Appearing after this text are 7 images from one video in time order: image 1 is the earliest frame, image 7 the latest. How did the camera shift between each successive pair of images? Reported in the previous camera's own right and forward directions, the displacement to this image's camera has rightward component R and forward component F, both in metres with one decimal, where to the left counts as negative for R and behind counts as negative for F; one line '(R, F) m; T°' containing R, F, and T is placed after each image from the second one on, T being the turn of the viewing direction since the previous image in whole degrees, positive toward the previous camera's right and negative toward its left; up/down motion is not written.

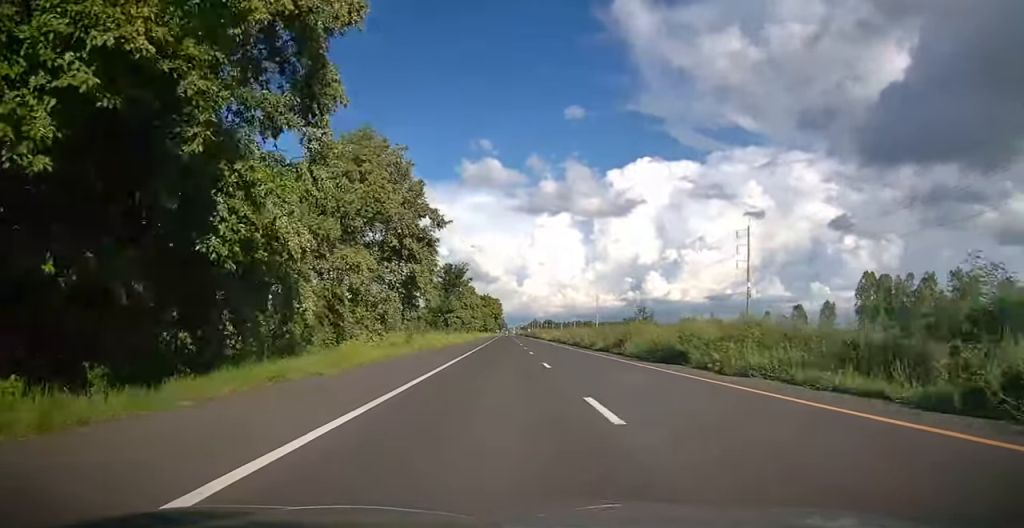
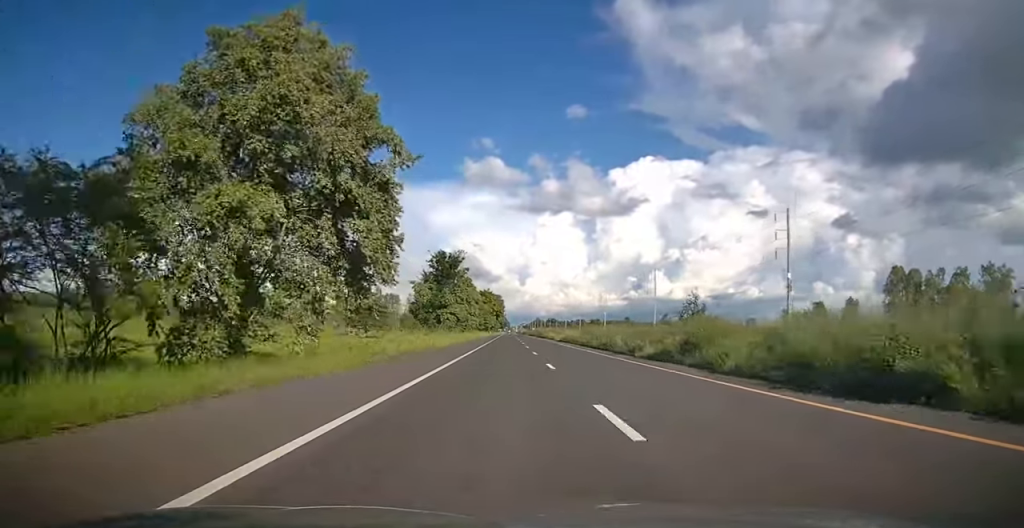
(0.0, +13.4) m; 0°
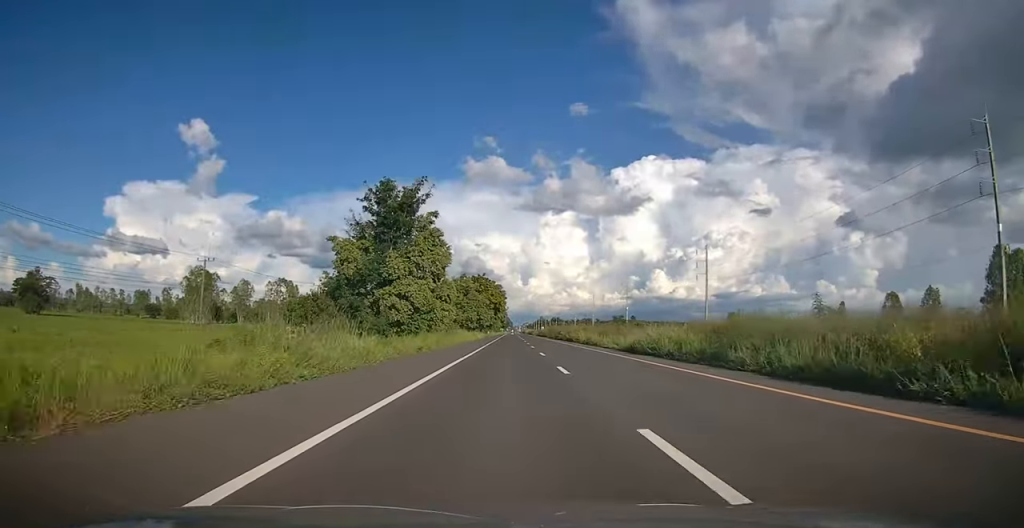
(0.0, +38.4) m; 0°
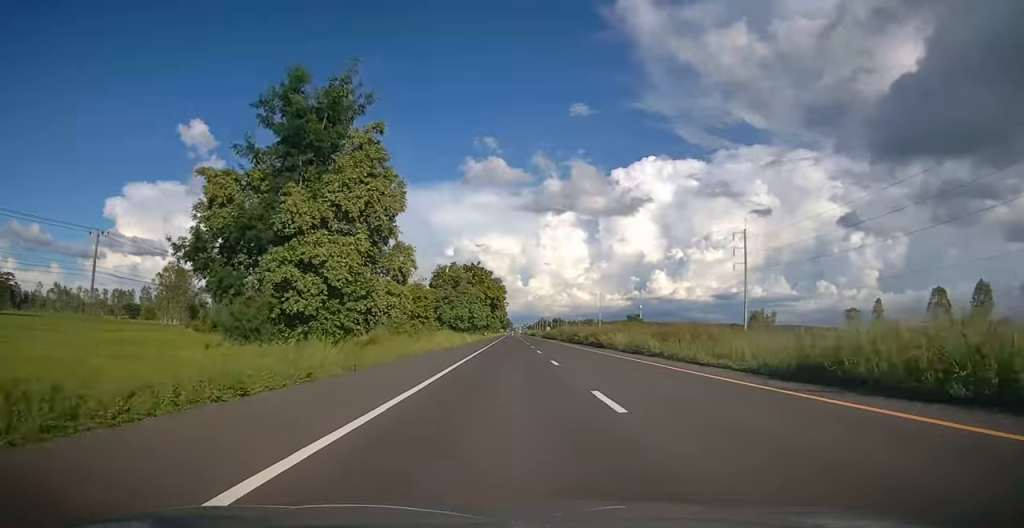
(0.0, +19.4) m; 0°
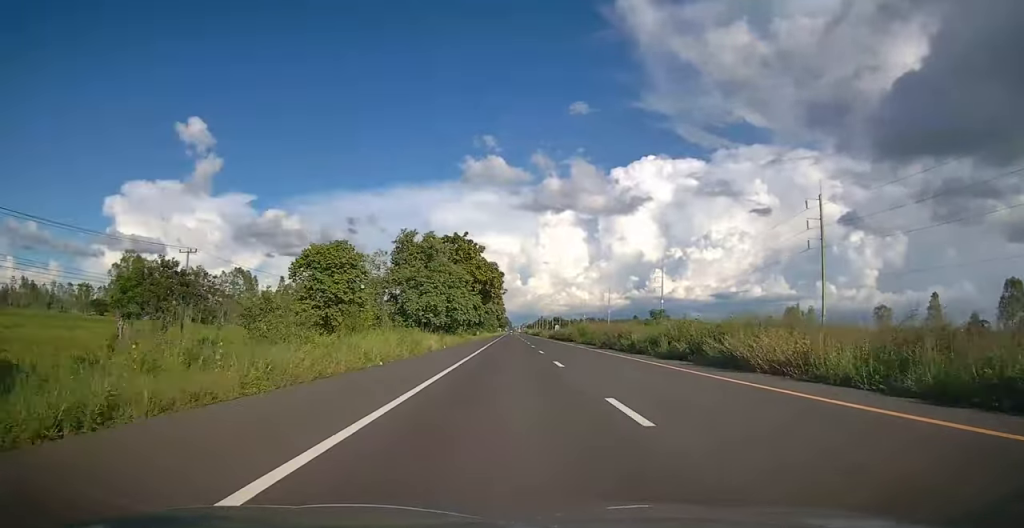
(0.0, +25.4) m; 0°
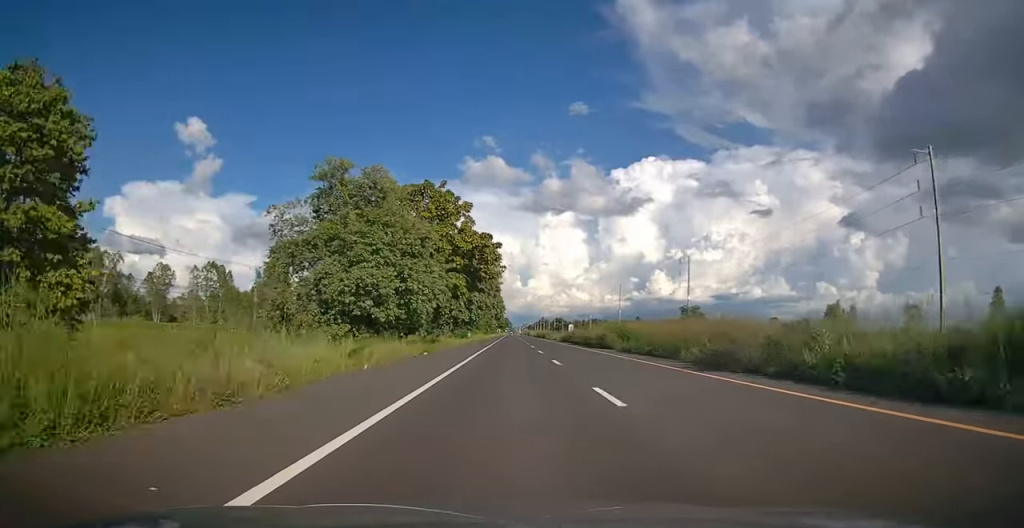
(-0.1, +21.9) m; 0°
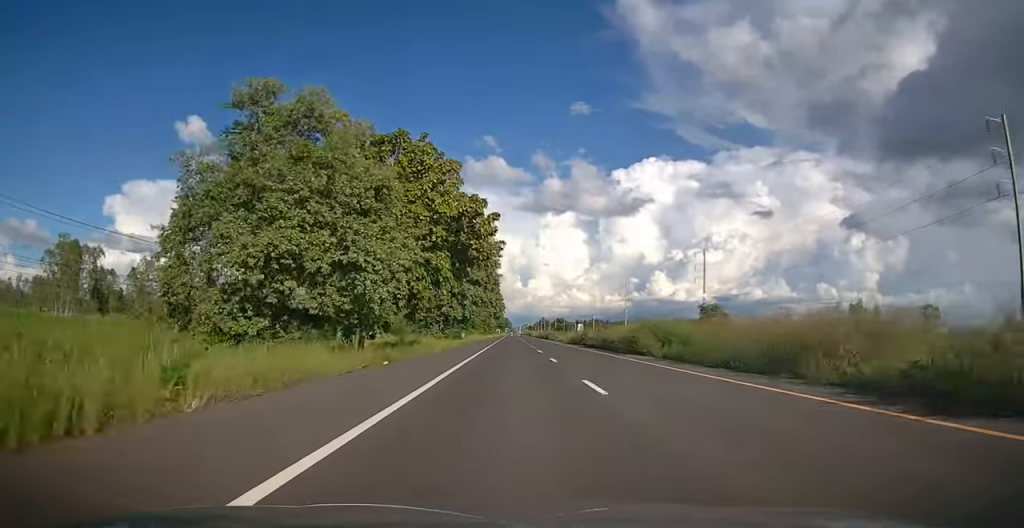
(0.0, +10.1) m; 0°
